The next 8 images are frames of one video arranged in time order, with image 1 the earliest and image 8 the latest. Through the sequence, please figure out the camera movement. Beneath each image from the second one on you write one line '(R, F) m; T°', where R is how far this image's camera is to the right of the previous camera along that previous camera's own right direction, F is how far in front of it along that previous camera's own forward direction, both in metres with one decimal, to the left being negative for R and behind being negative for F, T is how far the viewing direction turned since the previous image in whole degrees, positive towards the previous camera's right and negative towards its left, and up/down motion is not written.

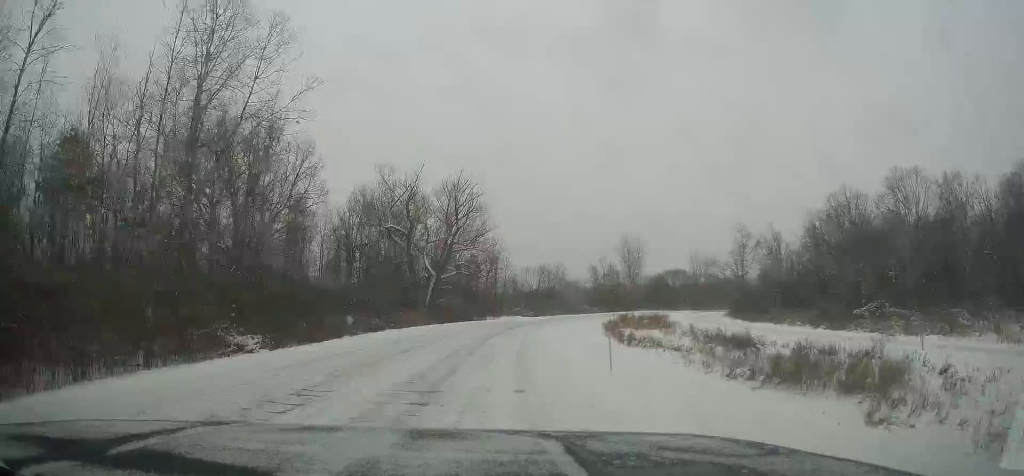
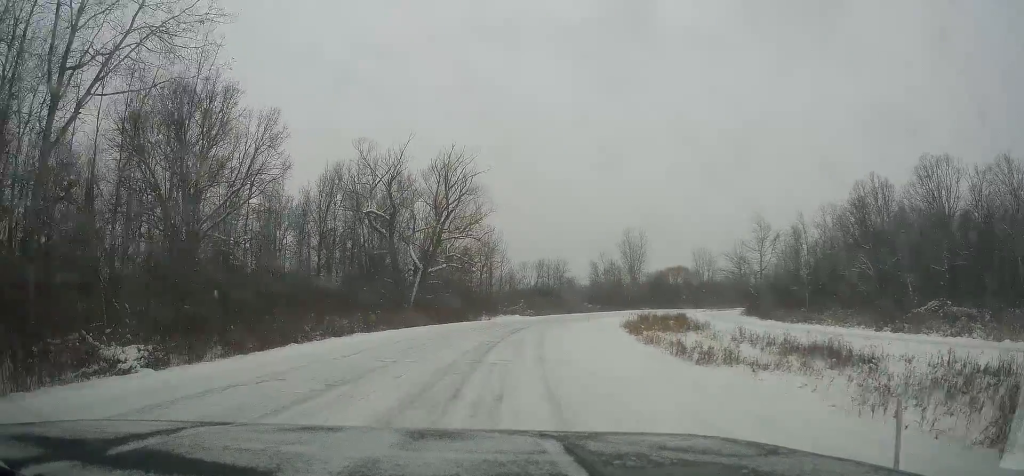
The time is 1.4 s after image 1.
(0.0, +9.6) m; -2°
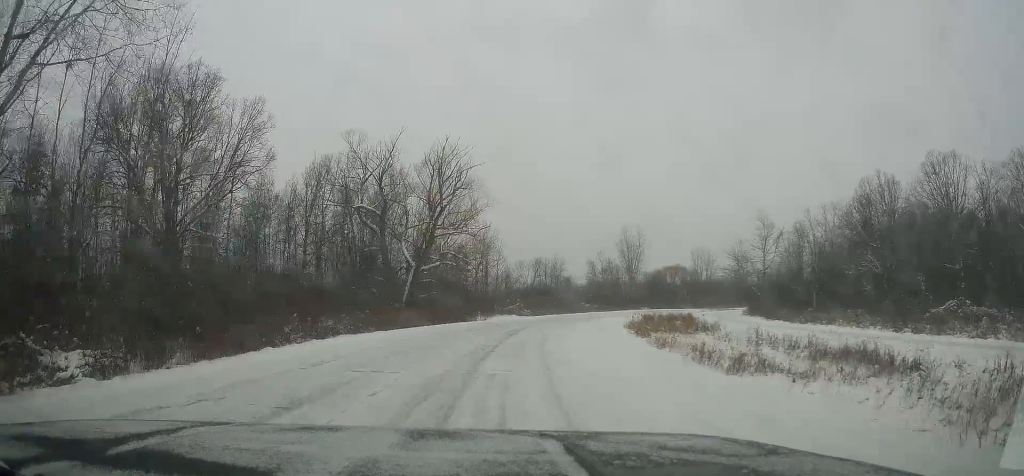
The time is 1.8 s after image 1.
(0.0, +2.8) m; -1°
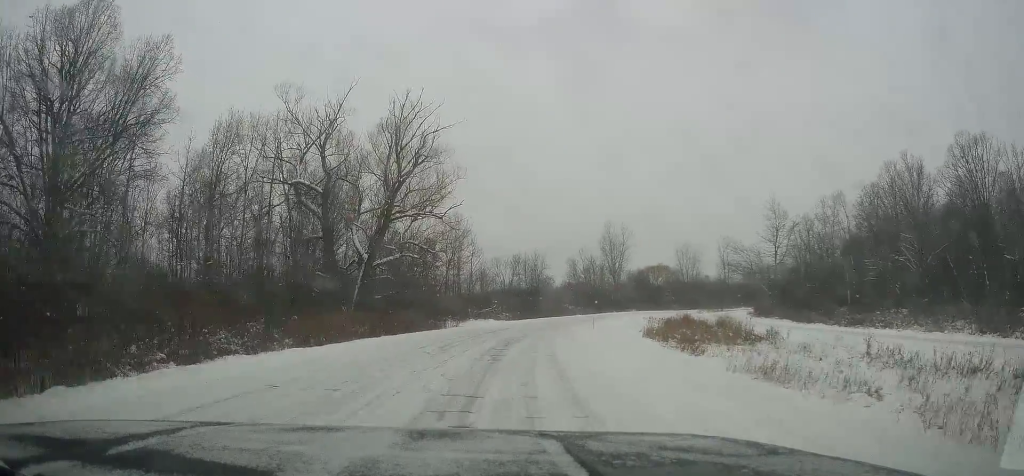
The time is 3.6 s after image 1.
(+1.0, +11.9) m; +8°
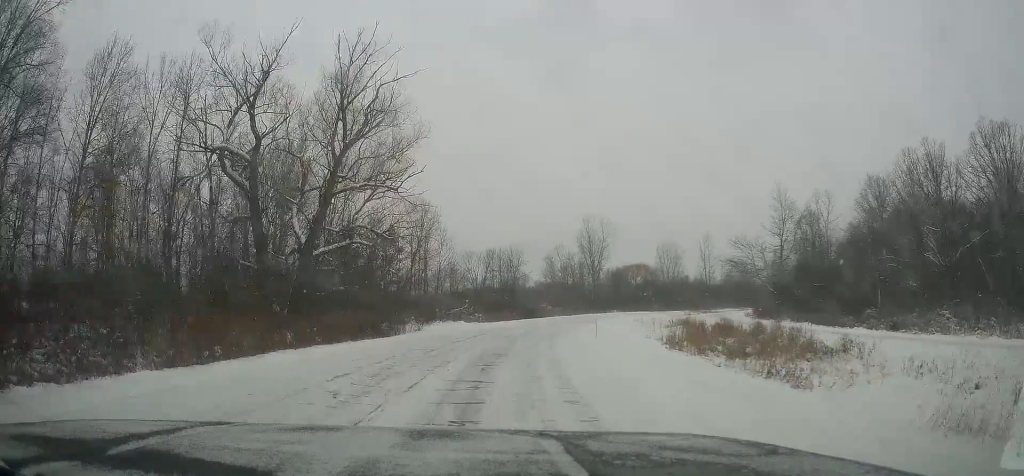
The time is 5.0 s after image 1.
(-0.1, +9.2) m; 0°
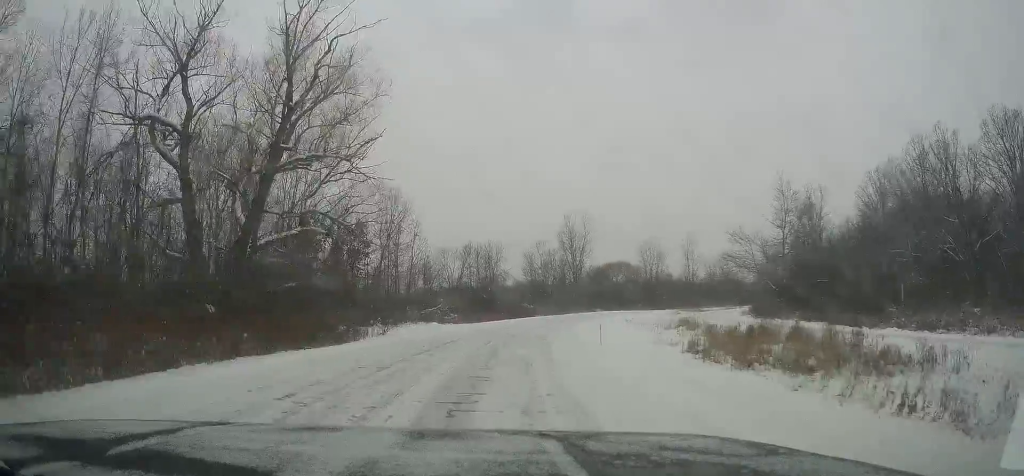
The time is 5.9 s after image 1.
(+0.1, +6.1) m; +1°
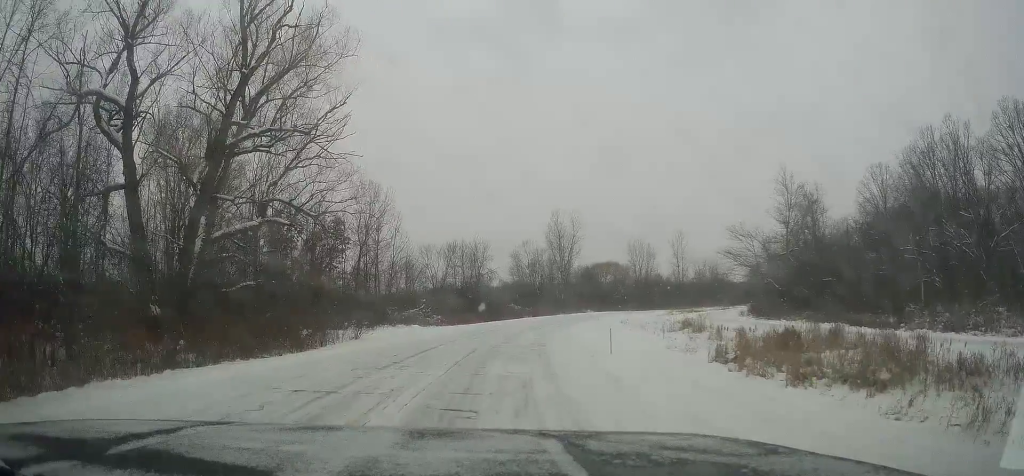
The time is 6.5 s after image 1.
(-0.2, +4.1) m; +5°
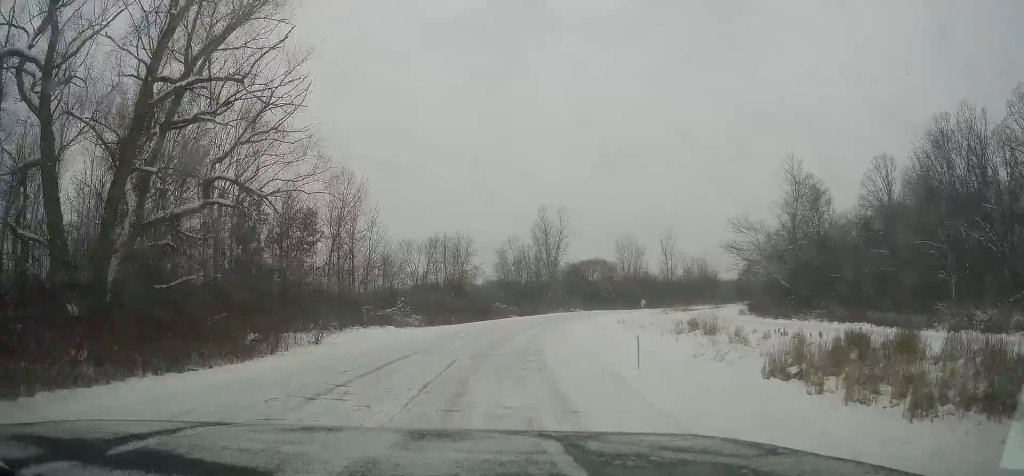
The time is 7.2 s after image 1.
(+0.5, +4.9) m; +3°
